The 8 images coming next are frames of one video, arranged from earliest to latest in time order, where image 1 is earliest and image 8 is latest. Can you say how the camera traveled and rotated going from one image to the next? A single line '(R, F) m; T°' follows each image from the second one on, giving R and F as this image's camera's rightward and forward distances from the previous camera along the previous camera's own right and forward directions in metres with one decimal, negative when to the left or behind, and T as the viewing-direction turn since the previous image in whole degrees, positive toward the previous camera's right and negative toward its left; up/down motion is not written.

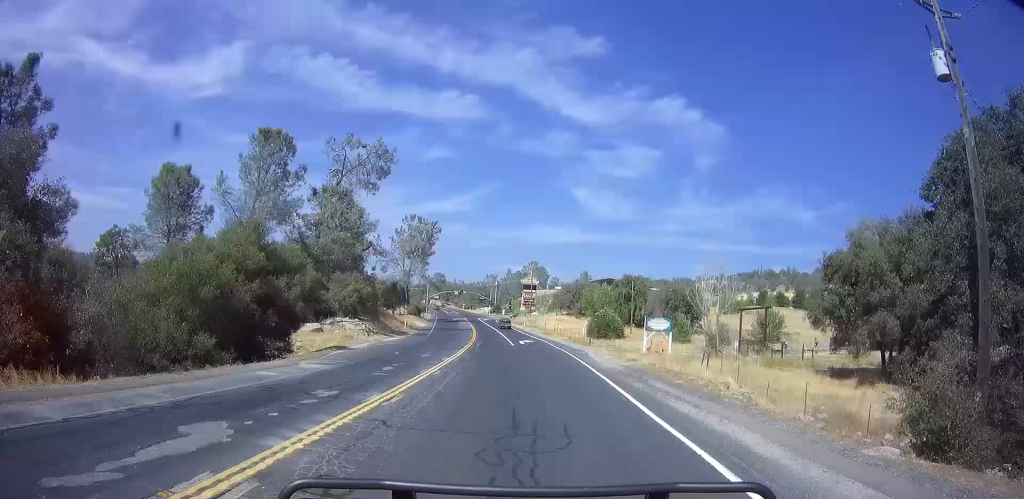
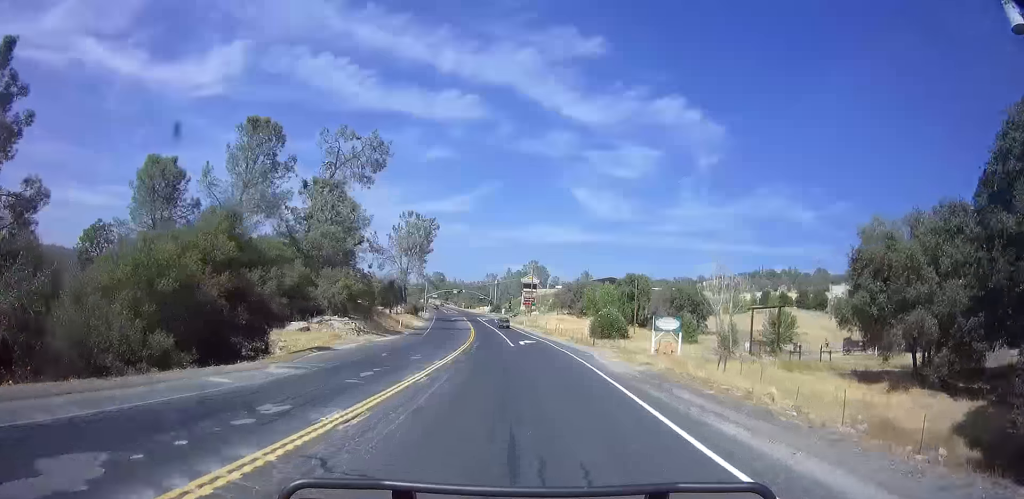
(-0.1, +2.8) m; 0°
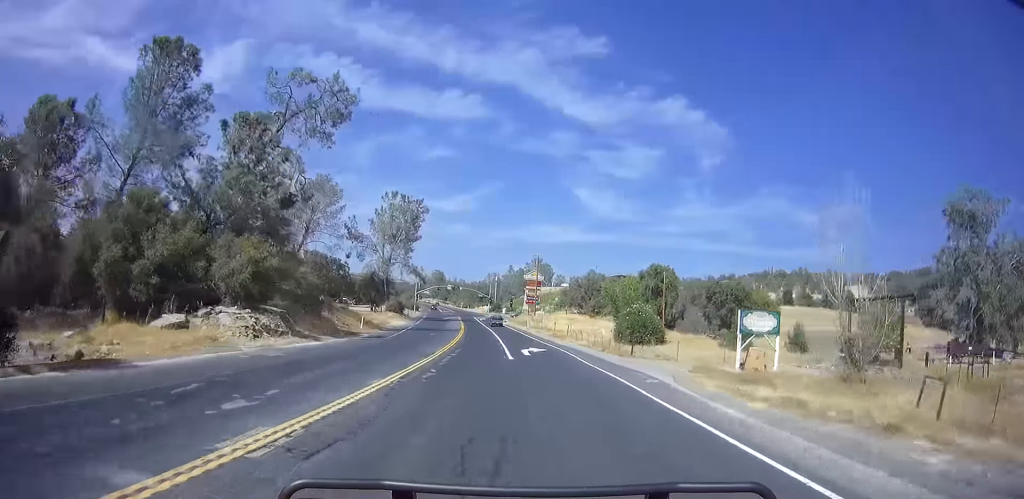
(-0.4, +16.7) m; -1°
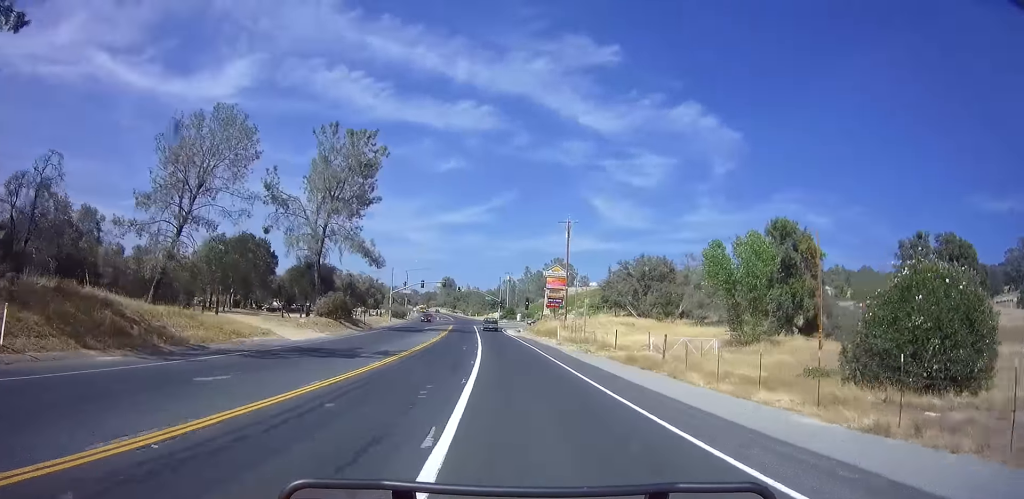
(+0.3, +38.2) m; +1°
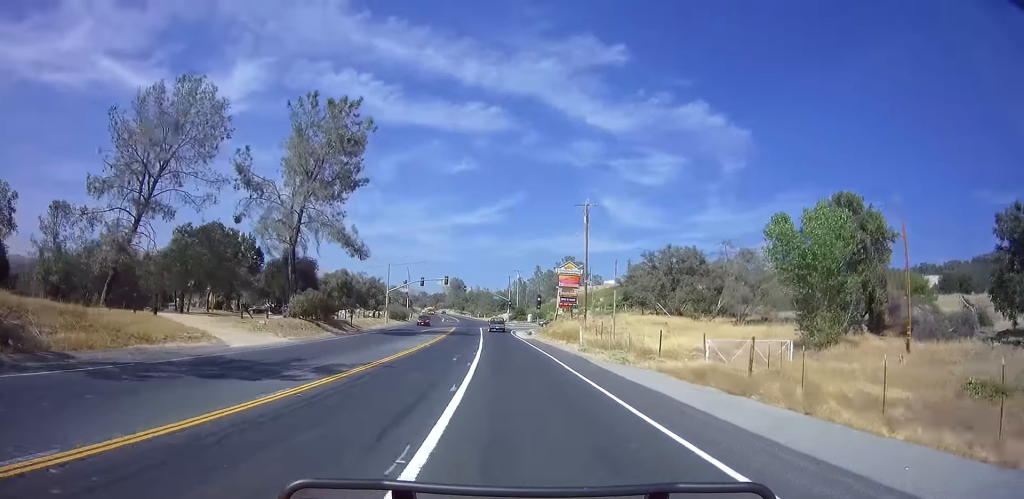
(+0.1, +9.1) m; -1°
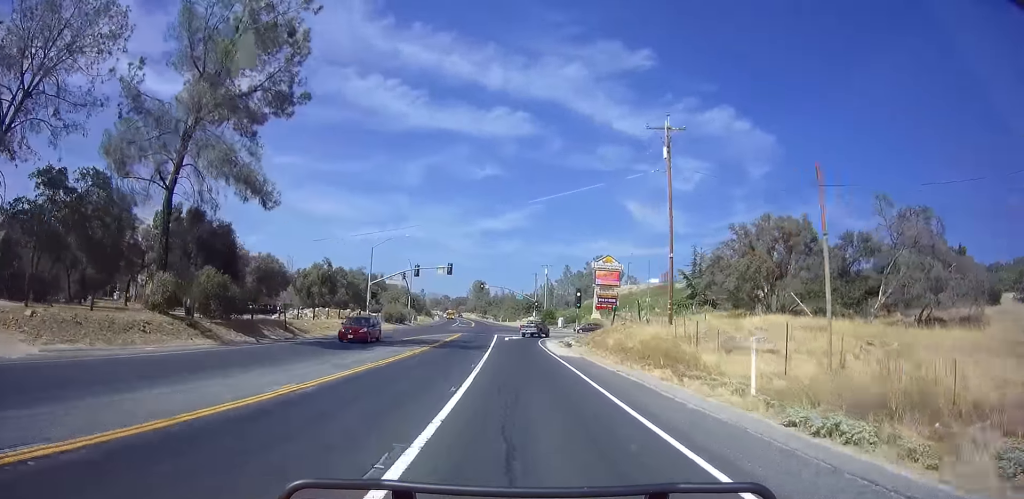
(-0.7, +22.3) m; -5°
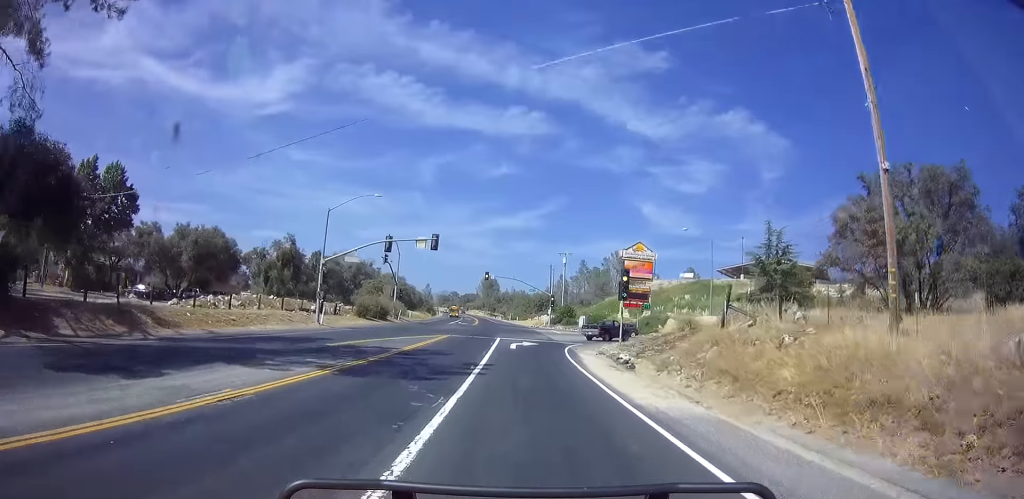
(-0.7, +18.3) m; -2°
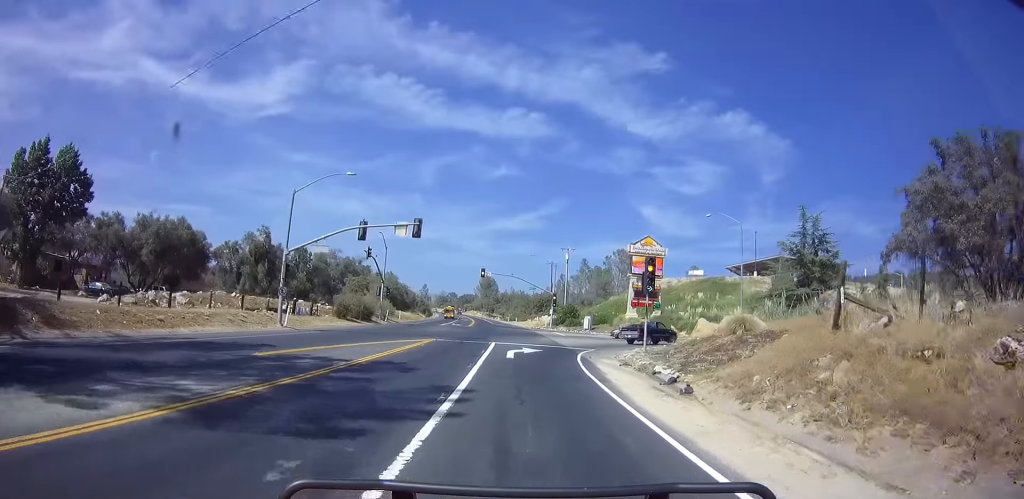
(0.0, +7.1) m; 0°
